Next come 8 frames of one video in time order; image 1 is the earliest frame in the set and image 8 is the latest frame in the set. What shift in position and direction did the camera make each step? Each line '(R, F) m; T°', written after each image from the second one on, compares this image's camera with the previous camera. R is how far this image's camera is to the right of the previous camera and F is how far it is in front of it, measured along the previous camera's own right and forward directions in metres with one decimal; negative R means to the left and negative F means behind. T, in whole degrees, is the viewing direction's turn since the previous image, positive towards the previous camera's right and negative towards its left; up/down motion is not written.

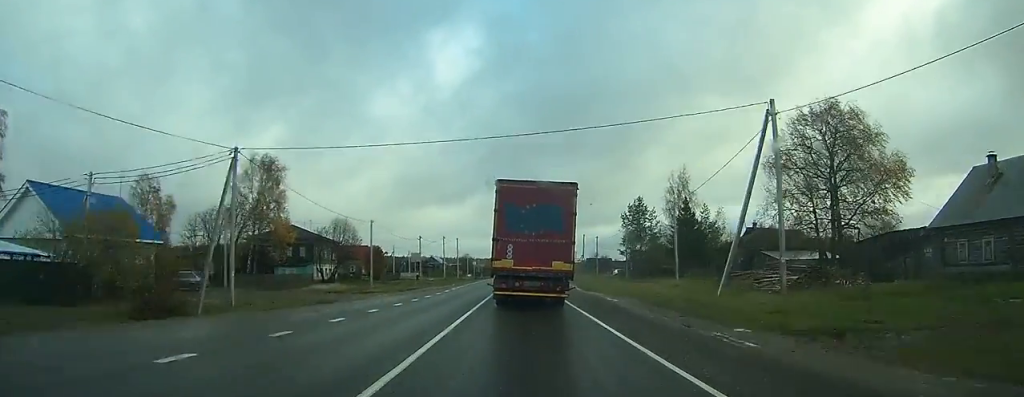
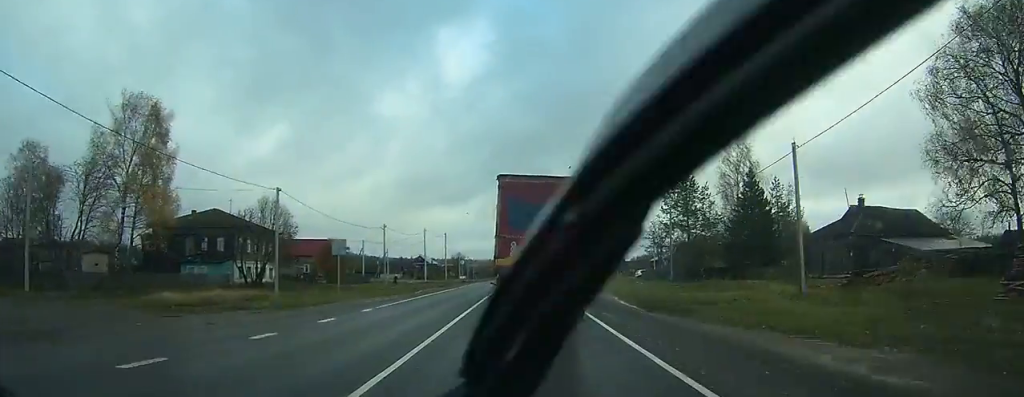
(-0.1, +24.3) m; 0°
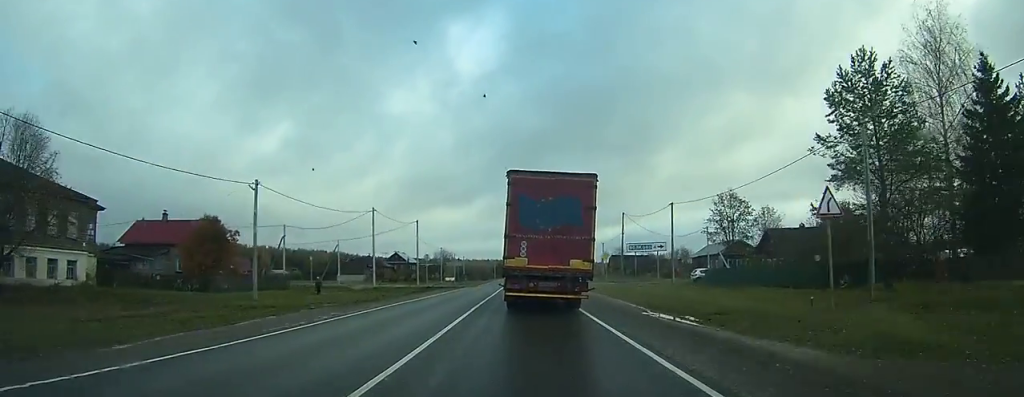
(+0.2, +34.5) m; +1°
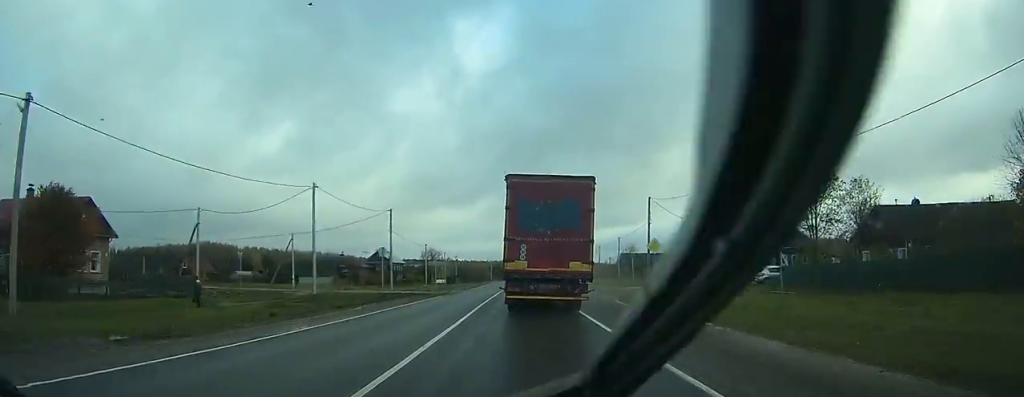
(+0.1, +19.7) m; 0°
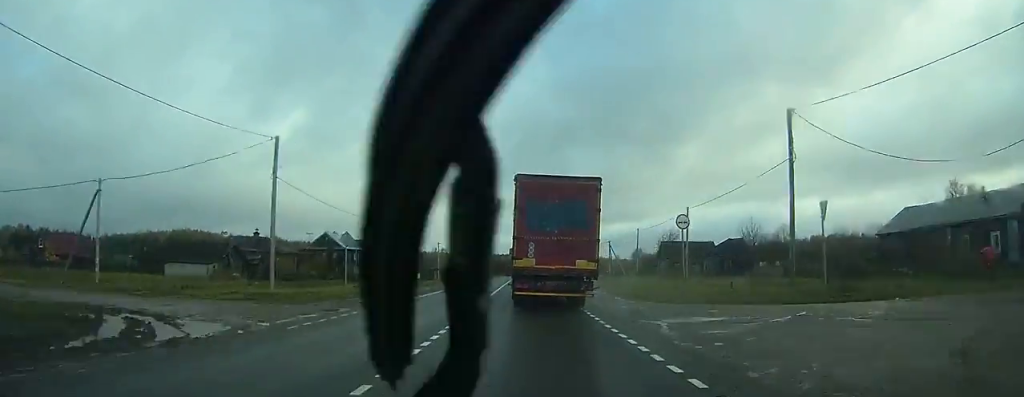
(-0.1, +38.6) m; 0°
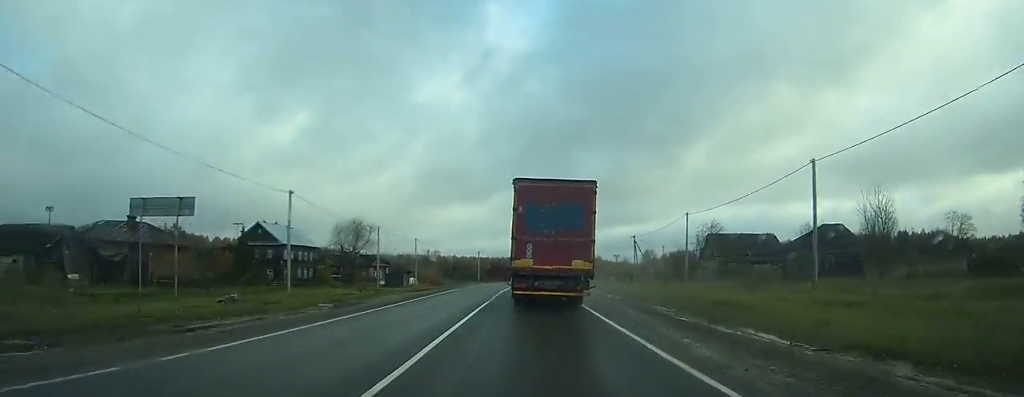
(+0.2, +25.9) m; 0°
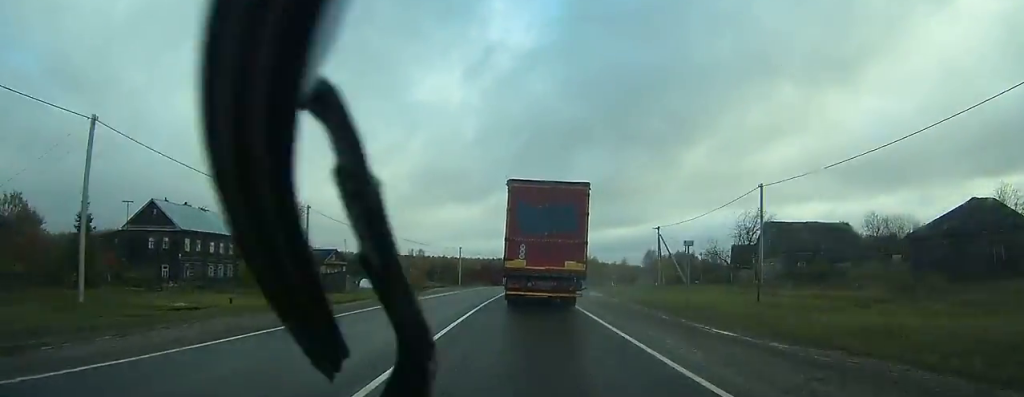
(-0.1, +21.1) m; 0°
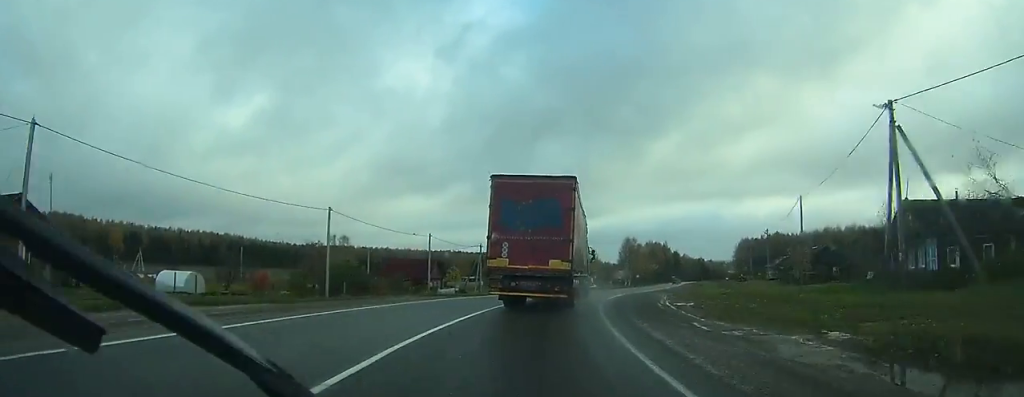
(+1.6, +51.5) m; +6°
